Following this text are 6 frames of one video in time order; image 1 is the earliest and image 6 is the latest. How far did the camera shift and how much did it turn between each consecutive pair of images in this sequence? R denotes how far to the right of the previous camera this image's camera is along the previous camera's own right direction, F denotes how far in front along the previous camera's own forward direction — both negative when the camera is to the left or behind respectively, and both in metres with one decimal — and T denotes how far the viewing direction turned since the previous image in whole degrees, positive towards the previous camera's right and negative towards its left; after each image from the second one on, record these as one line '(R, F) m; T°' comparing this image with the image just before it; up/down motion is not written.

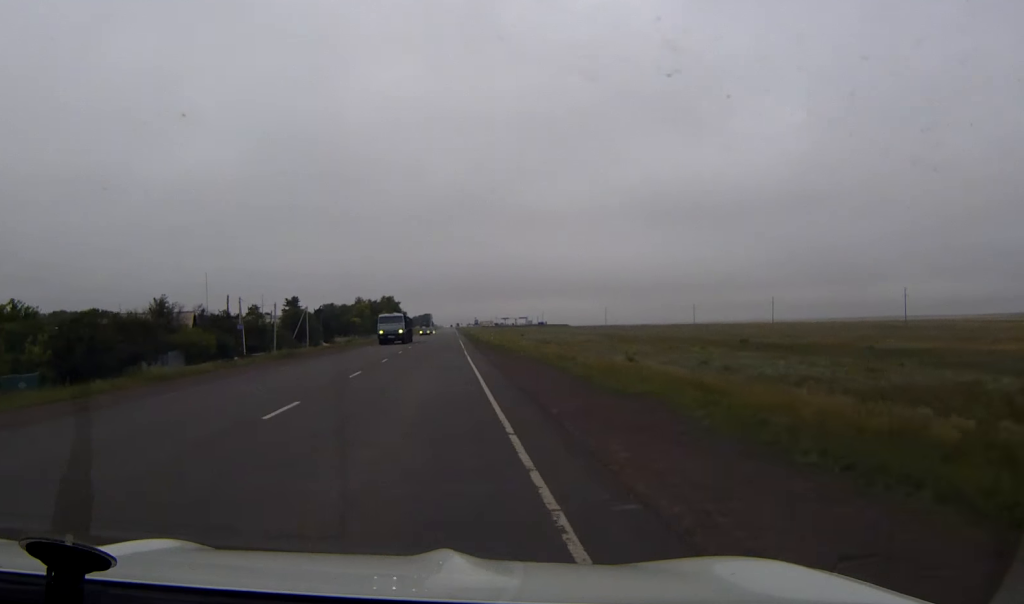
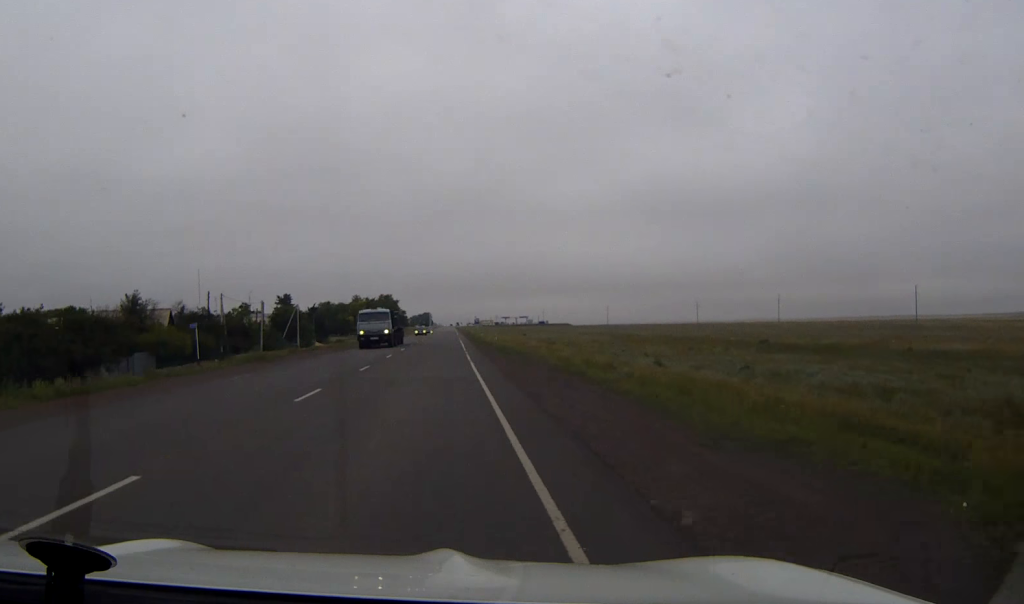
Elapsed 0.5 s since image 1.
(0.0, +8.9) m; 0°
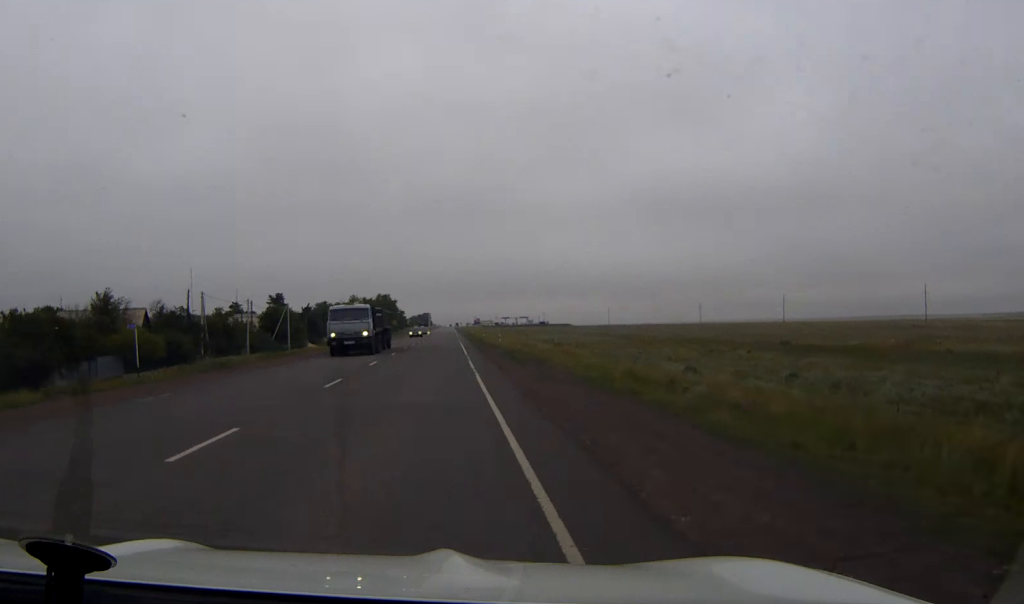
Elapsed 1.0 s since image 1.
(0.0, +8.2) m; 0°
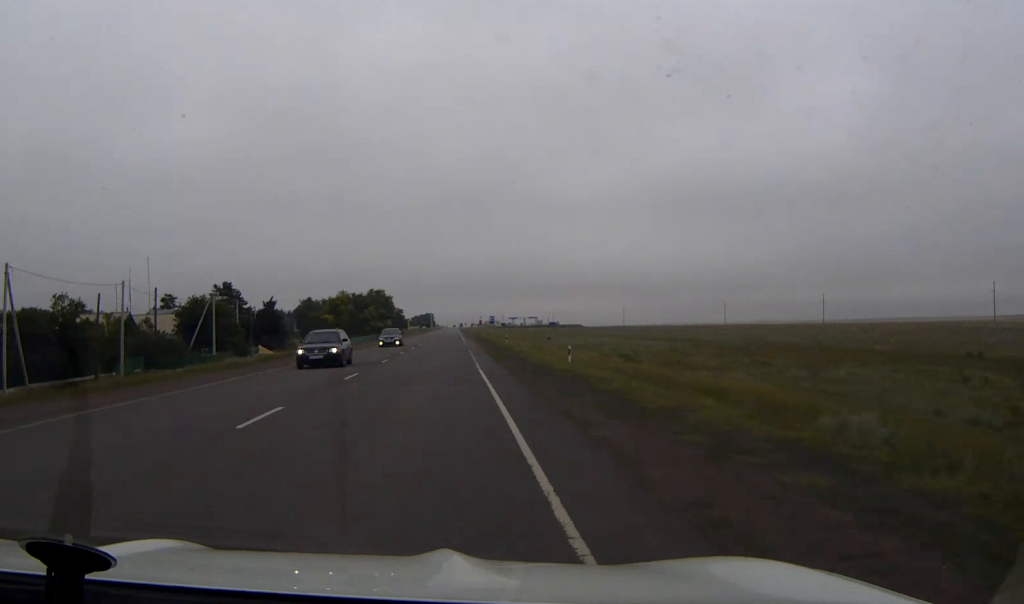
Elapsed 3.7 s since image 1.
(-0.1, +45.3) m; 0°
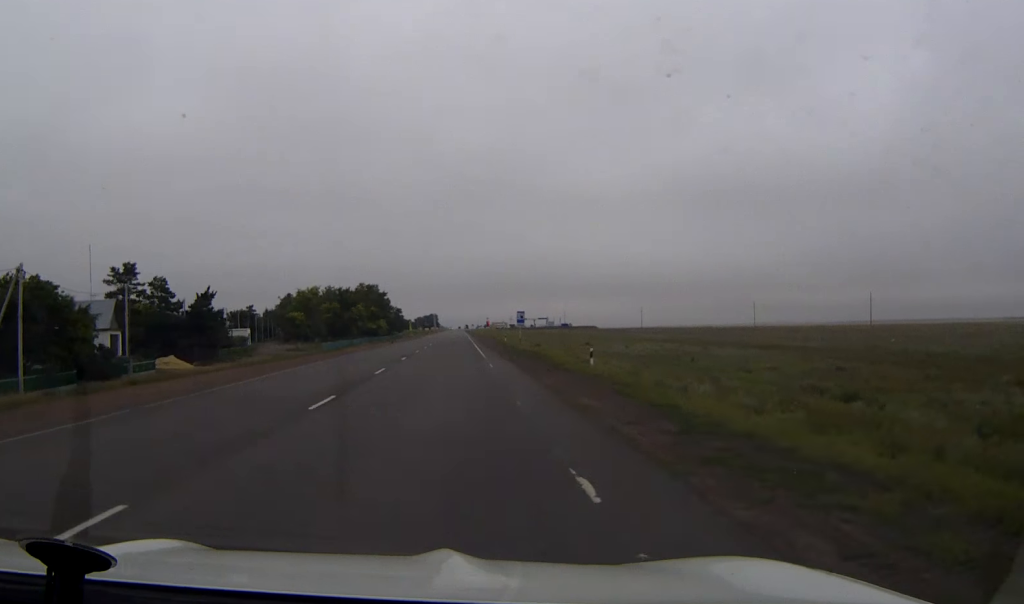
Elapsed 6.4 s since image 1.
(-0.1, +45.1) m; 0°
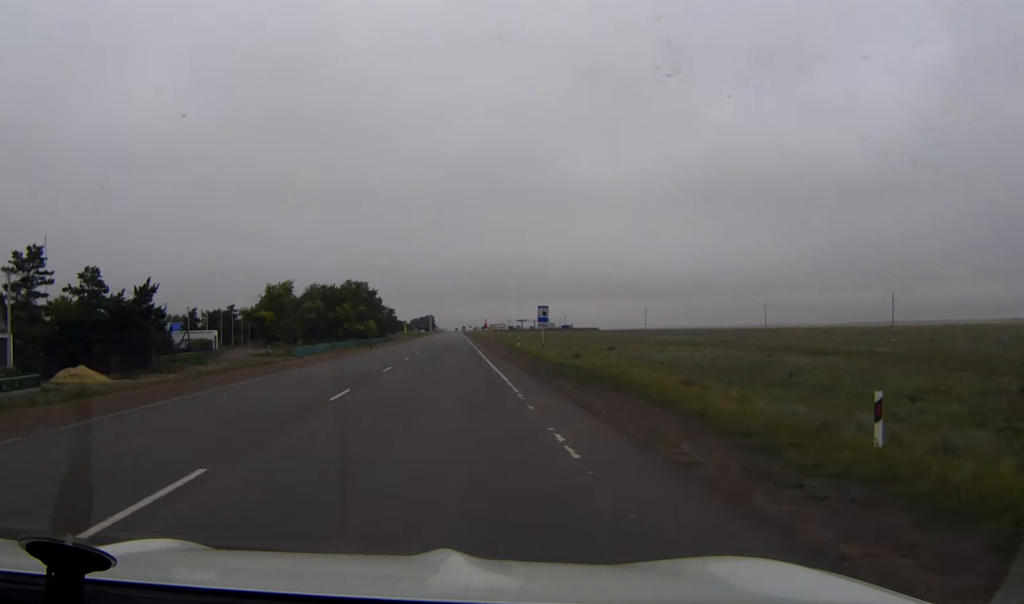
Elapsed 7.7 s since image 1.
(+0.1, +22.3) m; 0°
